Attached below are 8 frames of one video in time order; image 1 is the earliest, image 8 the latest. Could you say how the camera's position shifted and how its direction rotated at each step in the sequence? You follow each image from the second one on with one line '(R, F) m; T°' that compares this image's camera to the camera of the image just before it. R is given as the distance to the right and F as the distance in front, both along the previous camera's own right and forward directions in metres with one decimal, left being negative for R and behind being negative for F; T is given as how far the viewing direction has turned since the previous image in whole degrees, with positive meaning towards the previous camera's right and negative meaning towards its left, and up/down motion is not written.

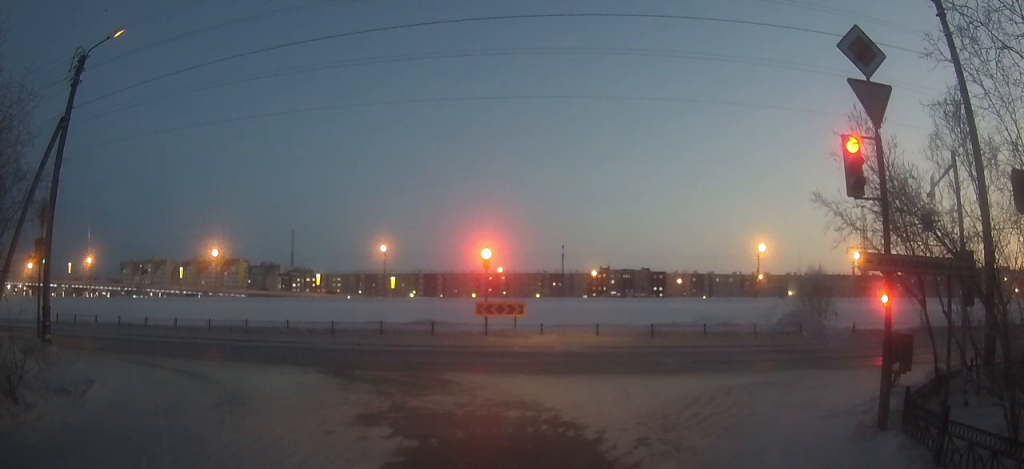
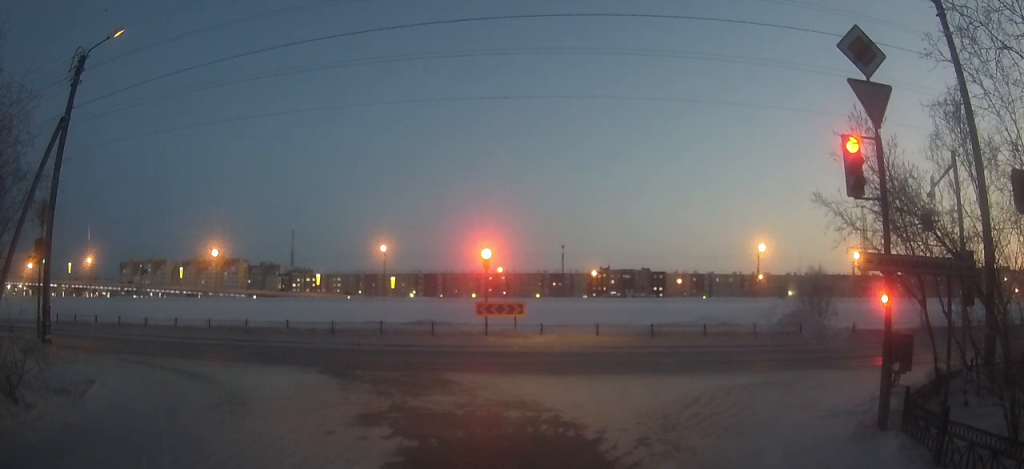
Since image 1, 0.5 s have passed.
(0.0, 0.0) m; 0°
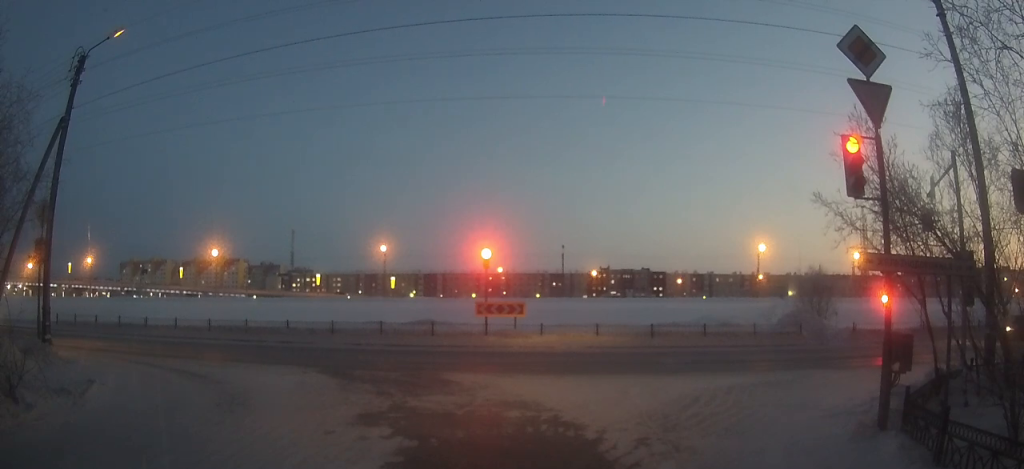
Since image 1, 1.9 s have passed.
(0.0, 0.0) m; 0°
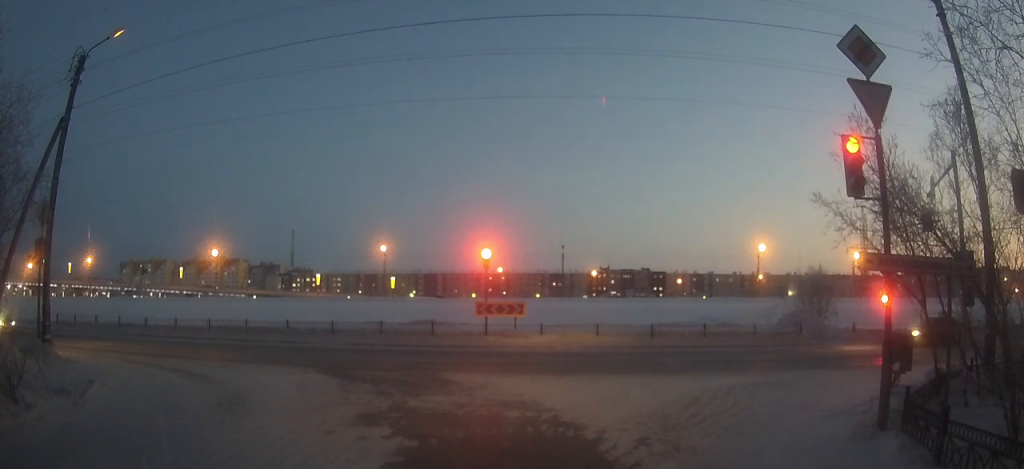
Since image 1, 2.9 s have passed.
(0.0, 0.0) m; 0°
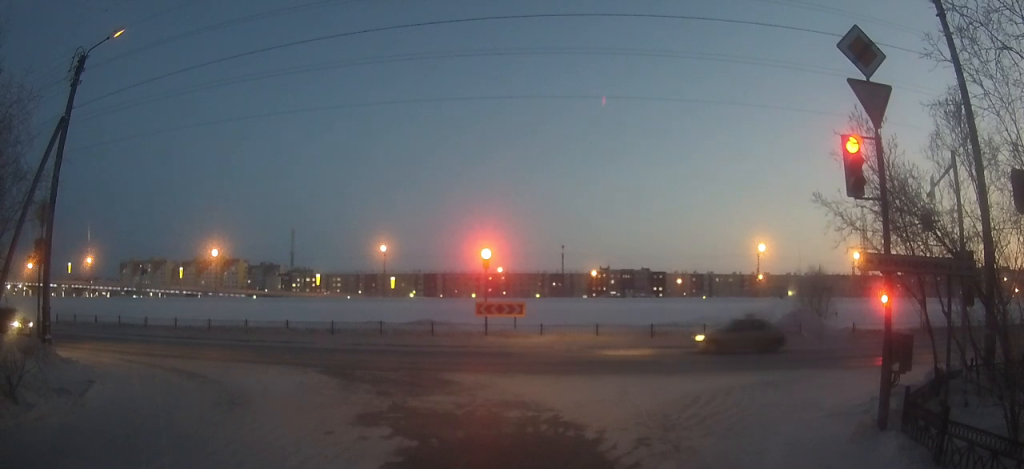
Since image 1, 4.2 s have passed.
(0.0, 0.0) m; 0°
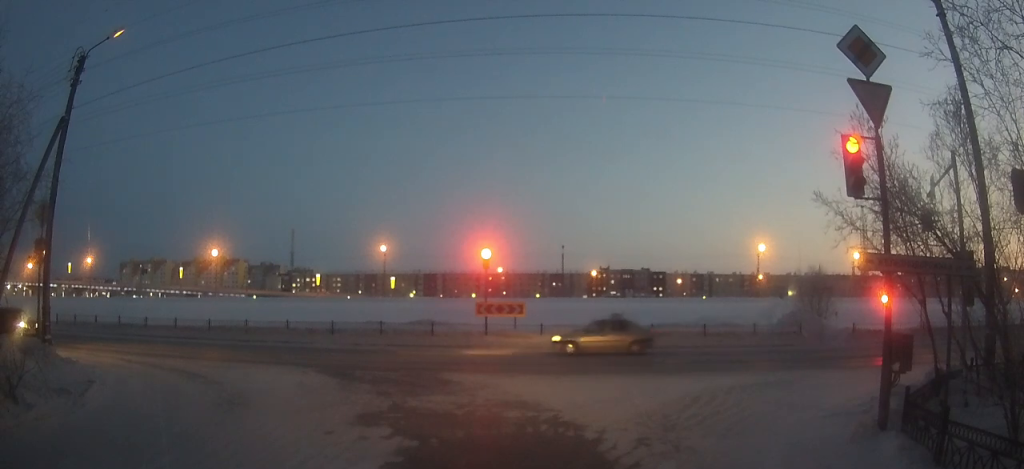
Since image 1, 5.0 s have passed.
(0.0, 0.0) m; 0°
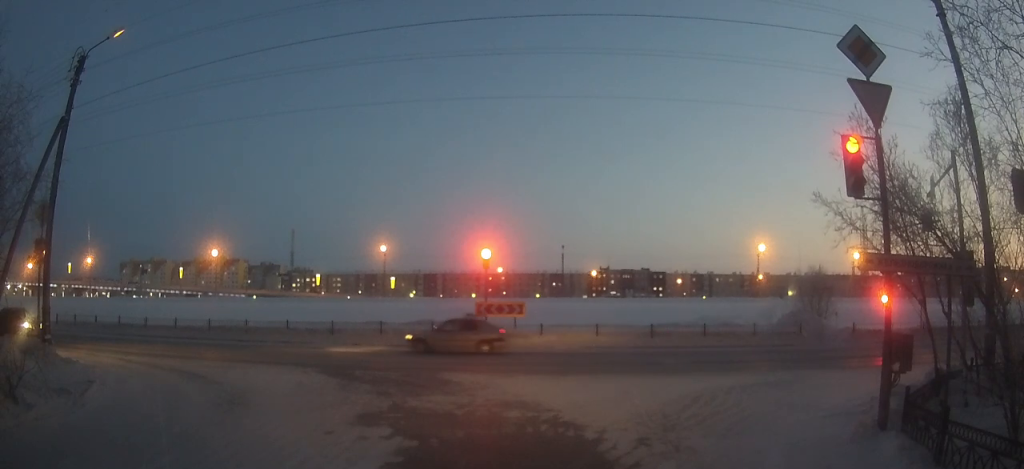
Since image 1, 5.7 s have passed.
(0.0, 0.0) m; 0°
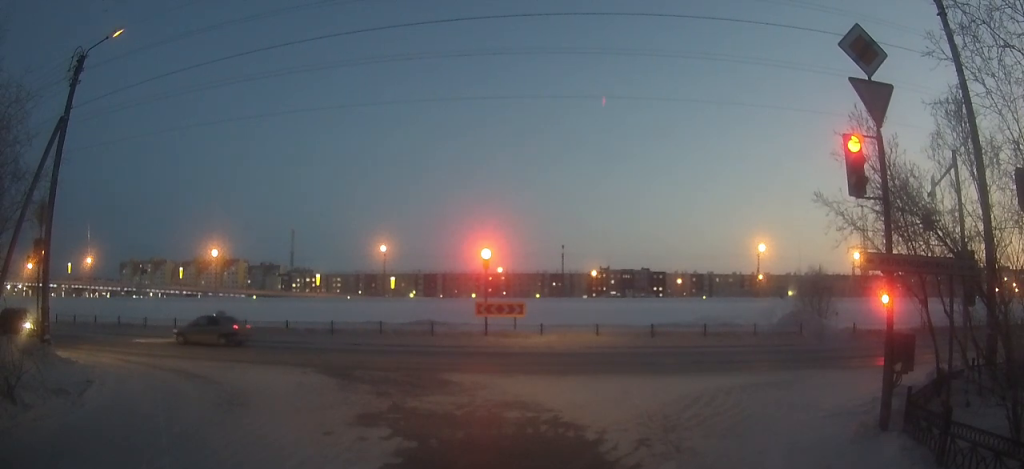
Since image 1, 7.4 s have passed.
(0.0, 0.0) m; 0°
